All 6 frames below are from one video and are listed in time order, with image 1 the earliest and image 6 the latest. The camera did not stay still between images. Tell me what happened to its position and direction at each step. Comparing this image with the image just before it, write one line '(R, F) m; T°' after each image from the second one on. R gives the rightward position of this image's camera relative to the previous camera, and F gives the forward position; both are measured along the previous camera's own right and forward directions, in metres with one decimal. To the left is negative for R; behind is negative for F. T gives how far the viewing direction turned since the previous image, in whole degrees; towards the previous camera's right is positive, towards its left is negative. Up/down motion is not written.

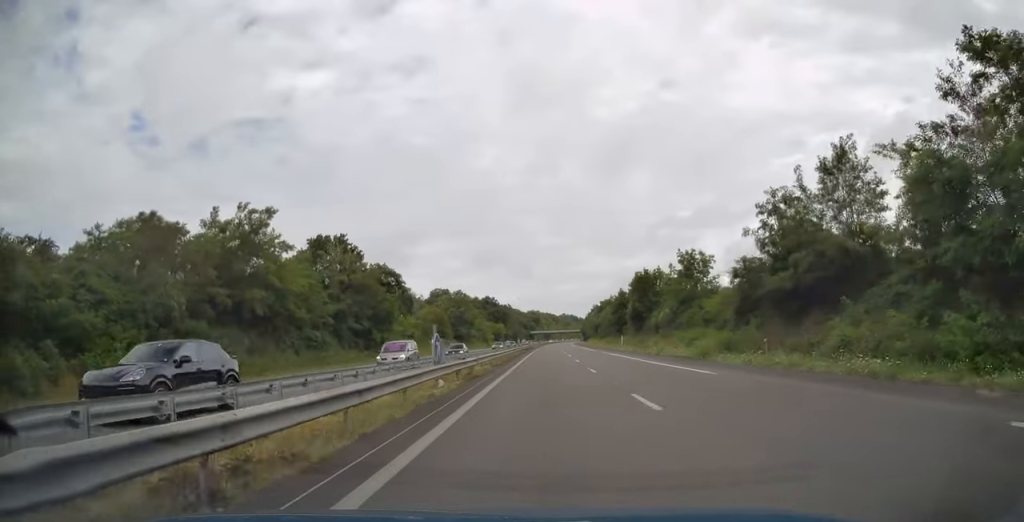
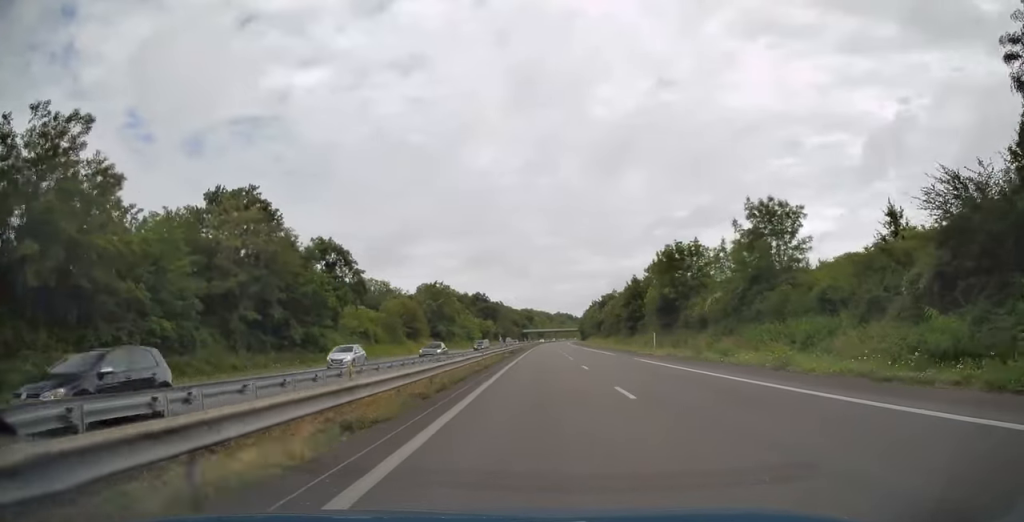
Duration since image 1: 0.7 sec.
(+0.2, +24.2) m; +1°
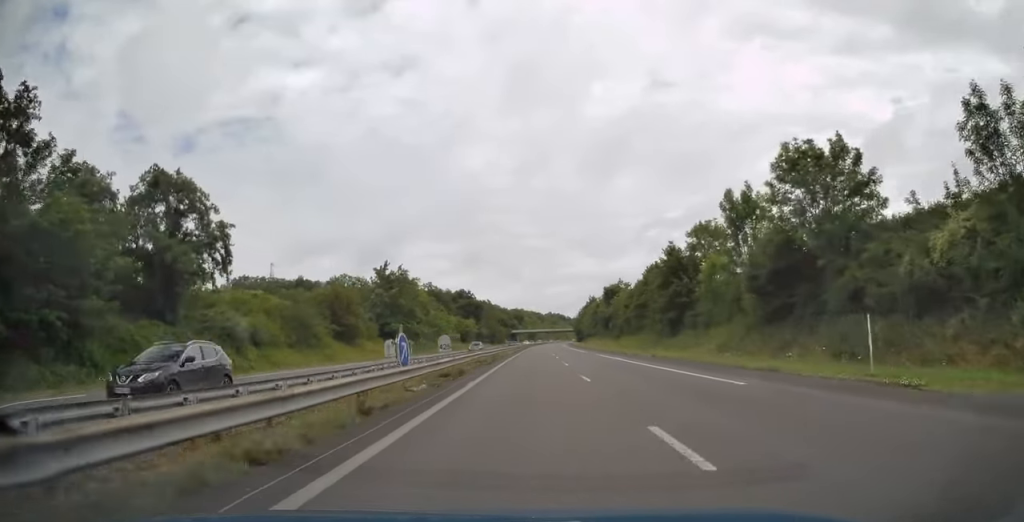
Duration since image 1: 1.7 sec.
(+0.2, +33.6) m; +1°
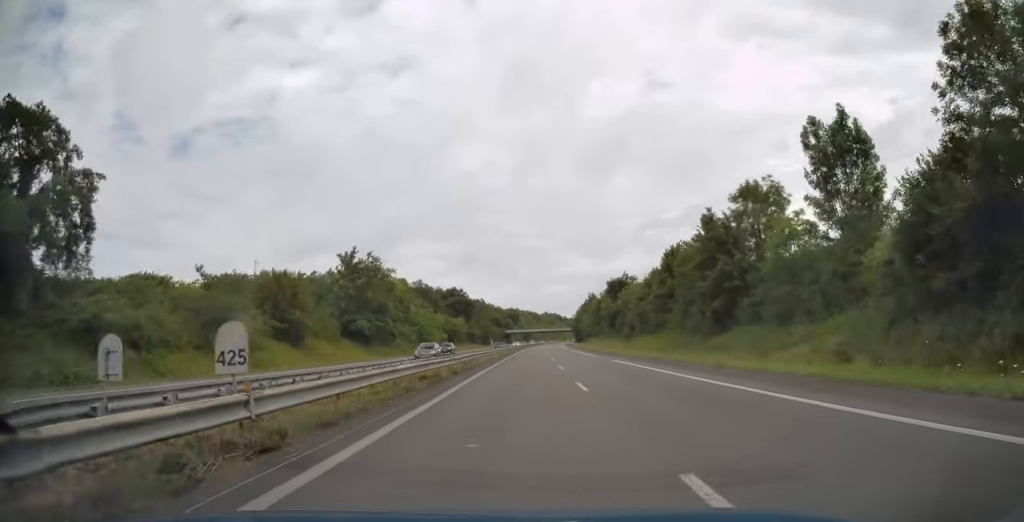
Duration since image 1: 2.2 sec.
(0.0, +16.2) m; 0°
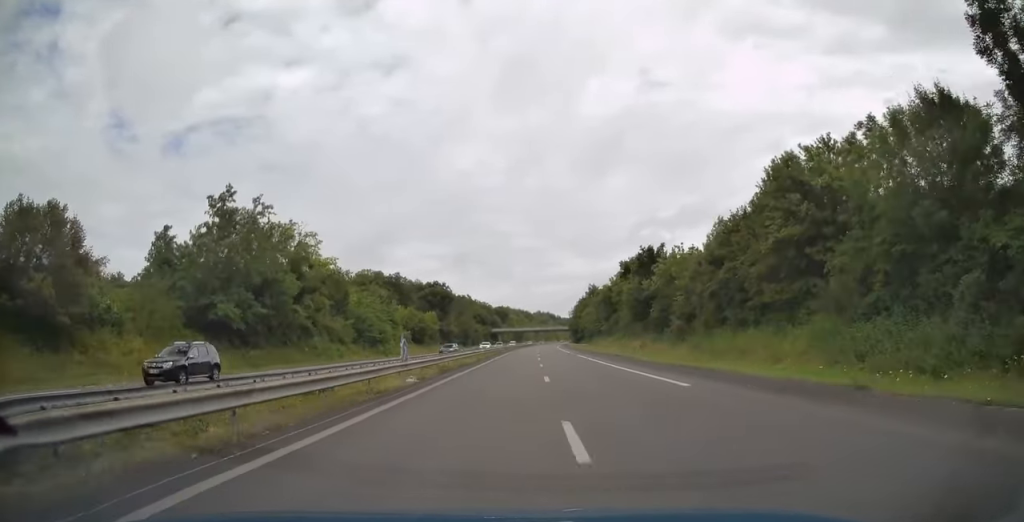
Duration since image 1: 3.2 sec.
(+0.3, +34.6) m; +1°
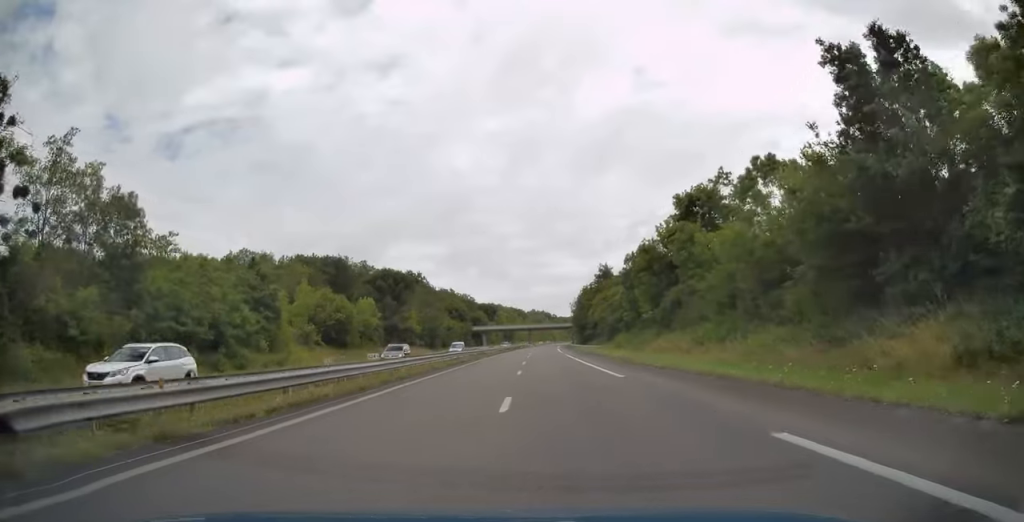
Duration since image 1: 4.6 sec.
(+0.2, +47.3) m; 0°
